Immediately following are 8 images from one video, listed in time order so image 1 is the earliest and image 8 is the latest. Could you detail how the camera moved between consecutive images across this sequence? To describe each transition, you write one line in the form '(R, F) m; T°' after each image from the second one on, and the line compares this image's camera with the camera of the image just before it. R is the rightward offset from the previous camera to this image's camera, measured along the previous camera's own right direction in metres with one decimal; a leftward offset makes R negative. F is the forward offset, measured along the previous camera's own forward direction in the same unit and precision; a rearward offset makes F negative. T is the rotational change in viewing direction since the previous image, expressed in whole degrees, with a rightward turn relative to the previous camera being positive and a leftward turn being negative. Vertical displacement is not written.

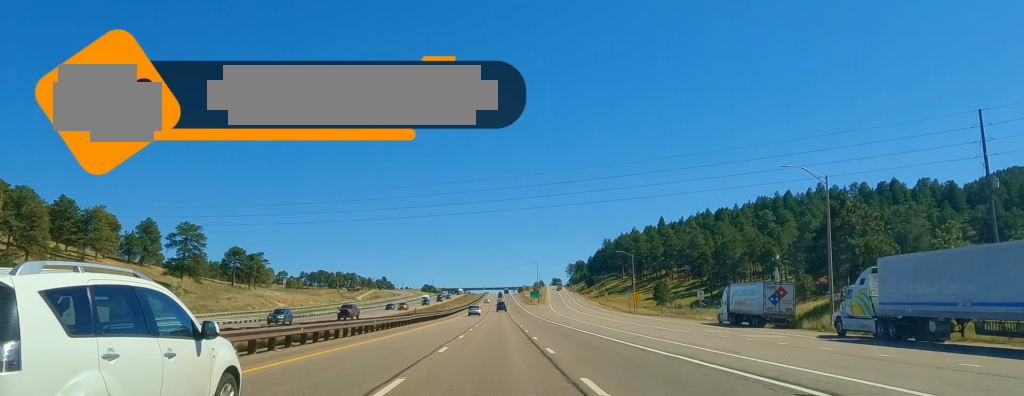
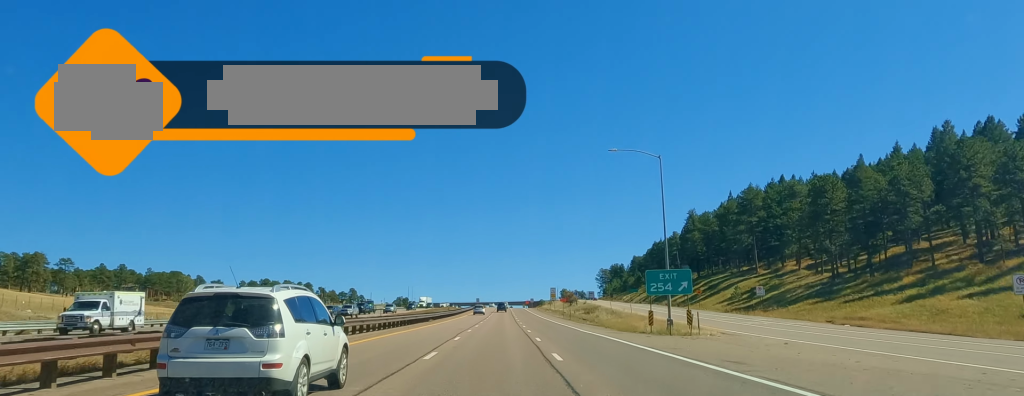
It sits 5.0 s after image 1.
(+2.7, +171.1) m; +1°
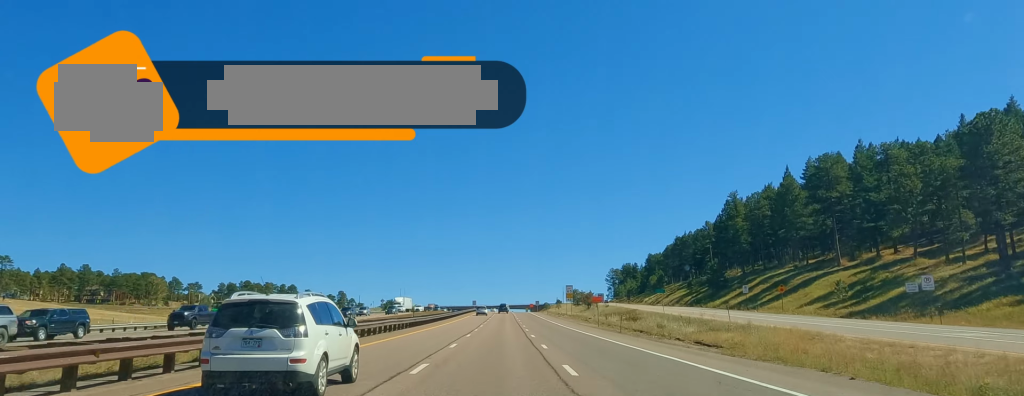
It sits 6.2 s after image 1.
(-0.2, +39.3) m; 0°
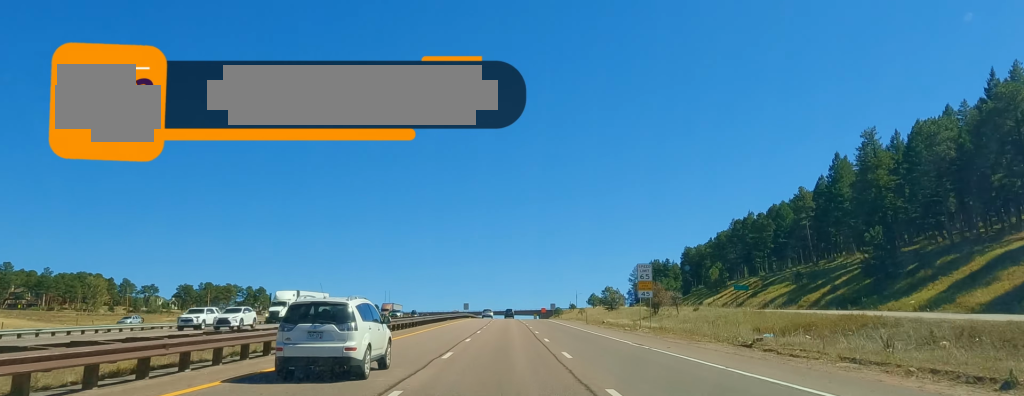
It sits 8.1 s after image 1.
(-0.2, +66.1) m; 0°
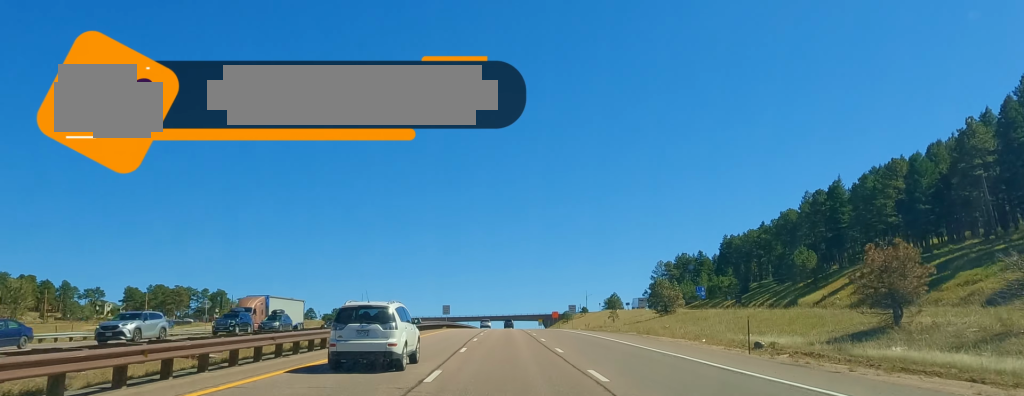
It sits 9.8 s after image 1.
(0.0, +54.6) m; 0°
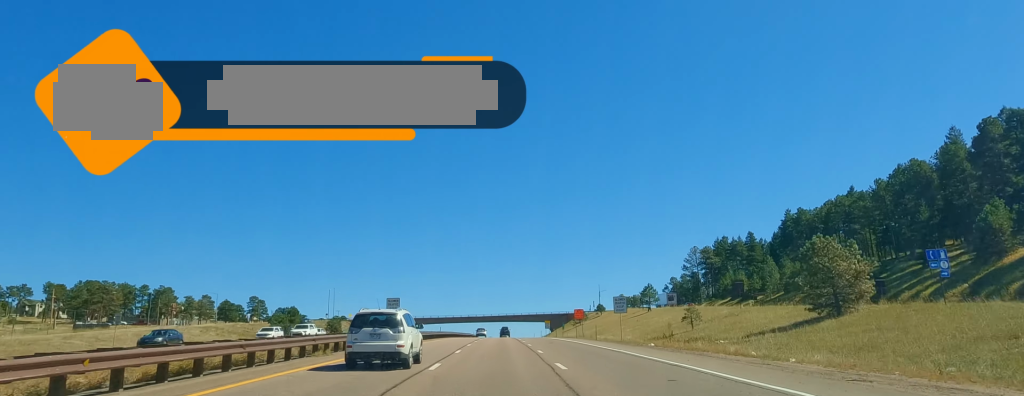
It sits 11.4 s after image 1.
(+0.3, +54.5) m; 0°
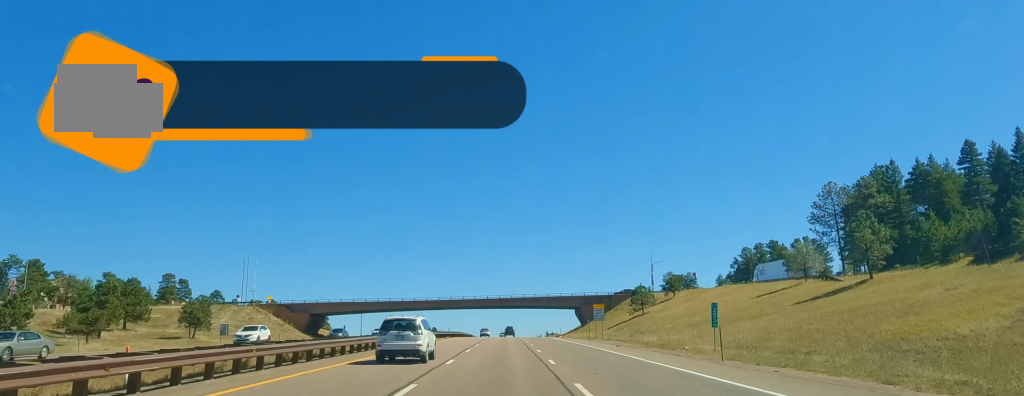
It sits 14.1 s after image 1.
(-0.6, +90.8) m; -1°
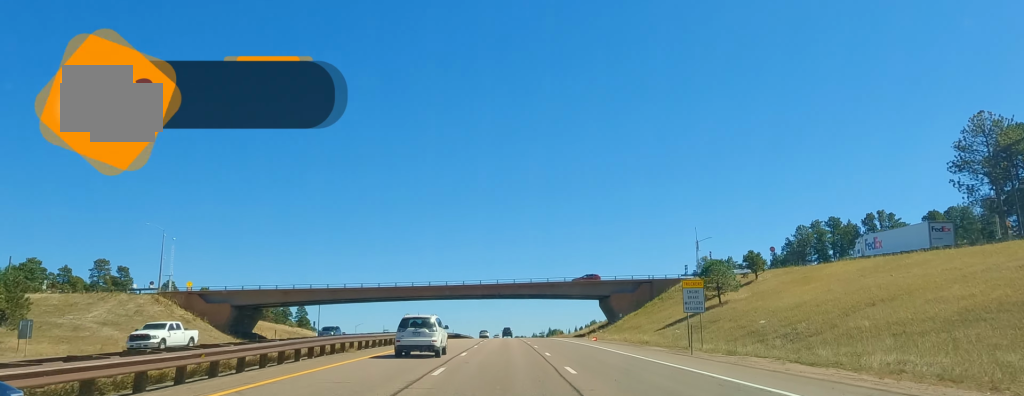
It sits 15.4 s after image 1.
(+0.2, +42.0) m; 0°
